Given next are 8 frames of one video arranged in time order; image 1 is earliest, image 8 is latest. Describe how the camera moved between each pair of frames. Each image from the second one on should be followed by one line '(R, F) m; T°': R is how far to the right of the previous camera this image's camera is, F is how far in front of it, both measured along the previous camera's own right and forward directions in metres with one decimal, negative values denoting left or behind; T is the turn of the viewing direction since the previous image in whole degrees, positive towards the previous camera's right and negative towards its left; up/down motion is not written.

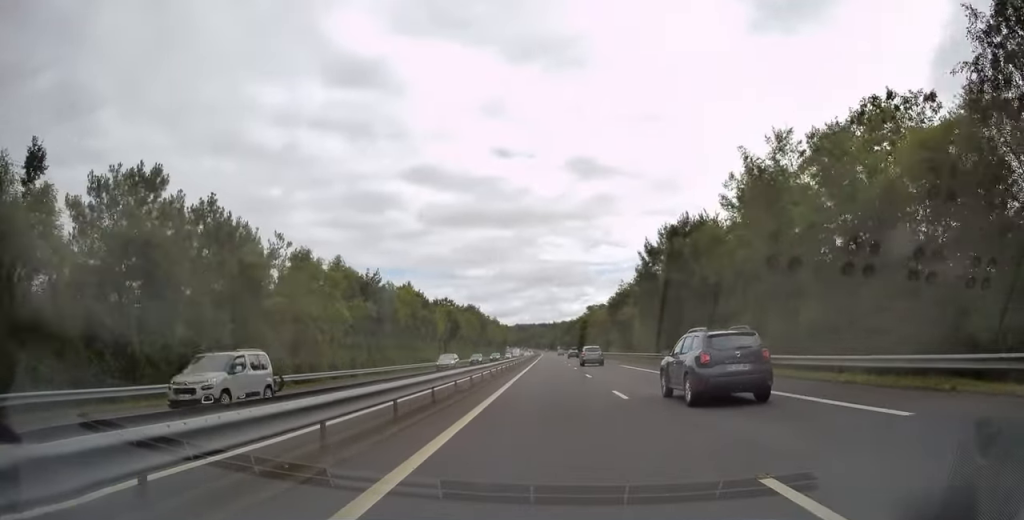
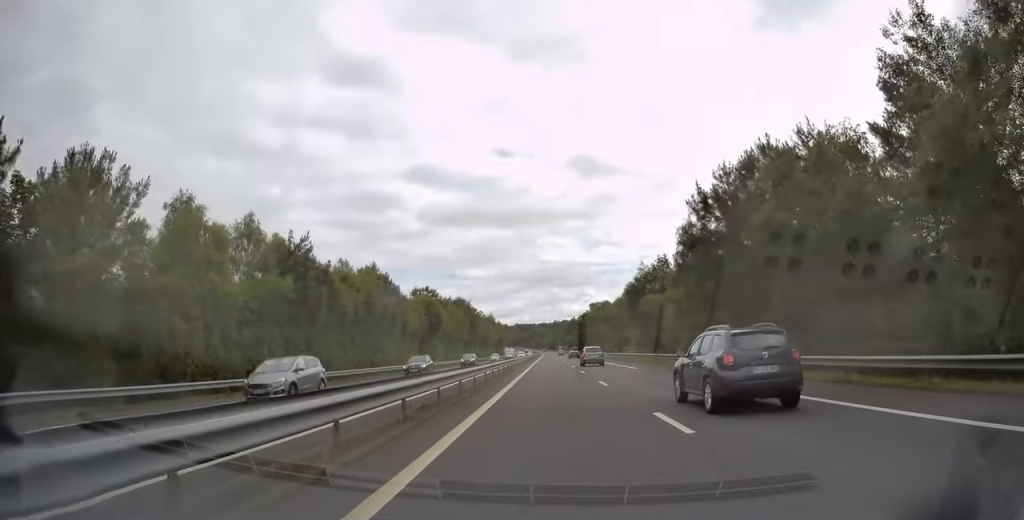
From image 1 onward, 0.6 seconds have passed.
(-0.1, +19.7) m; 0°
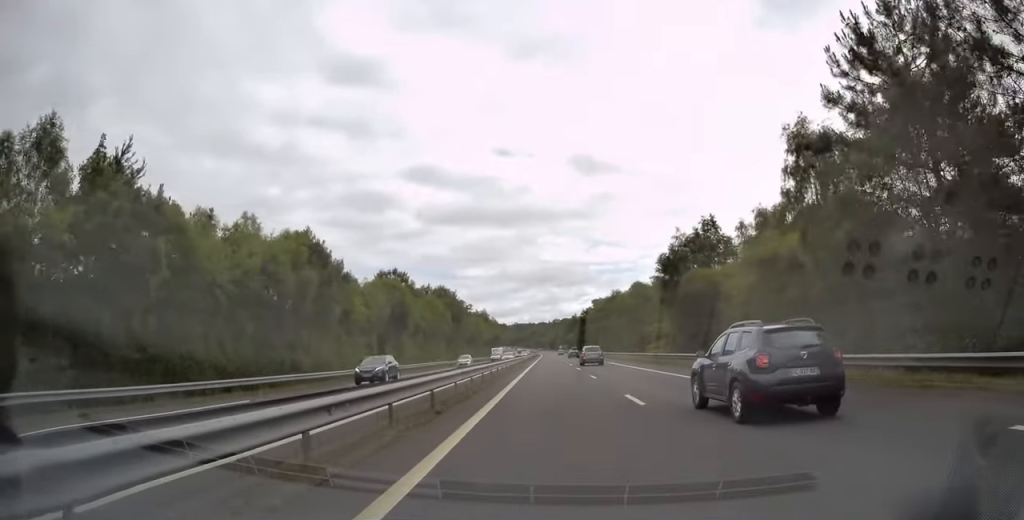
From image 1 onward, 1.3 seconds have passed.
(-0.1, +21.3) m; 0°
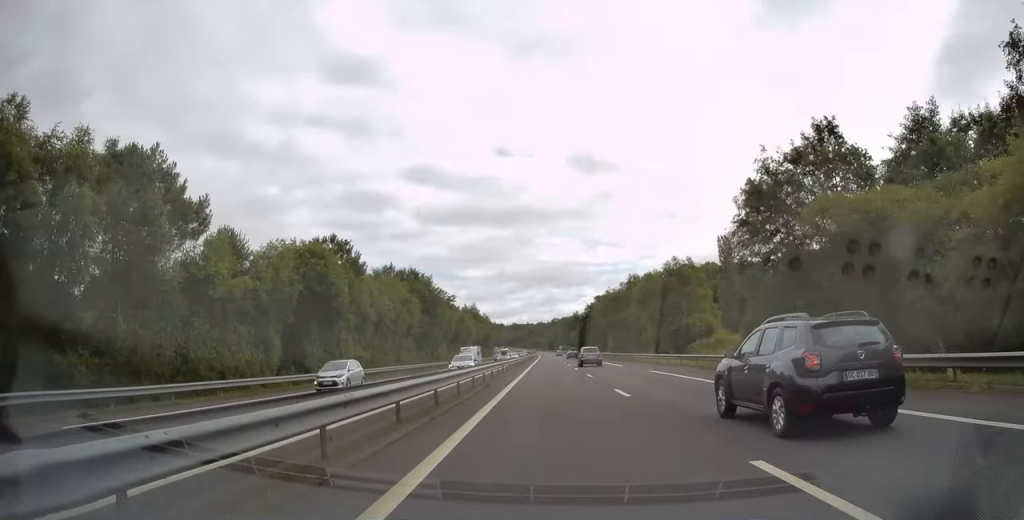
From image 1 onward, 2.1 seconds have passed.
(0.0, +23.5) m; +1°
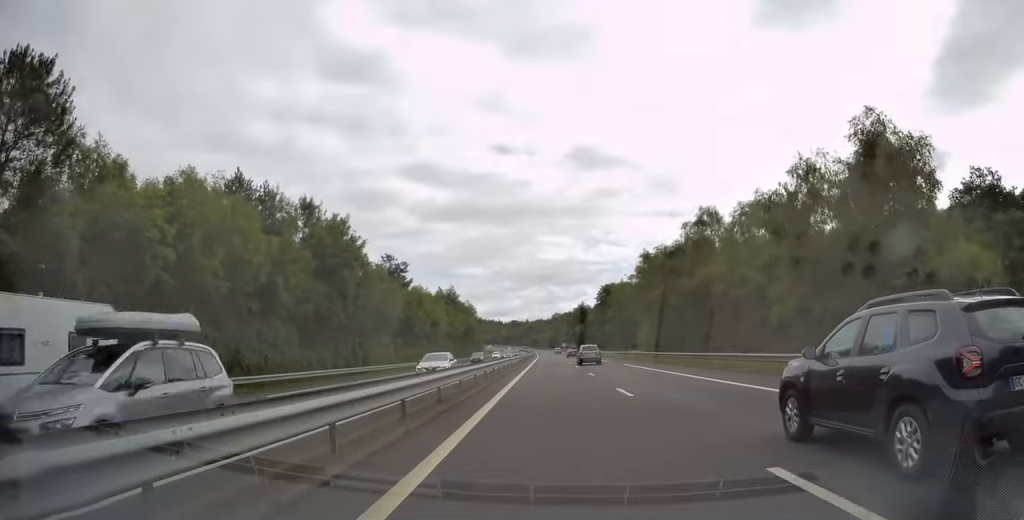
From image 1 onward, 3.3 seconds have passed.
(+0.4, +39.6) m; 0°
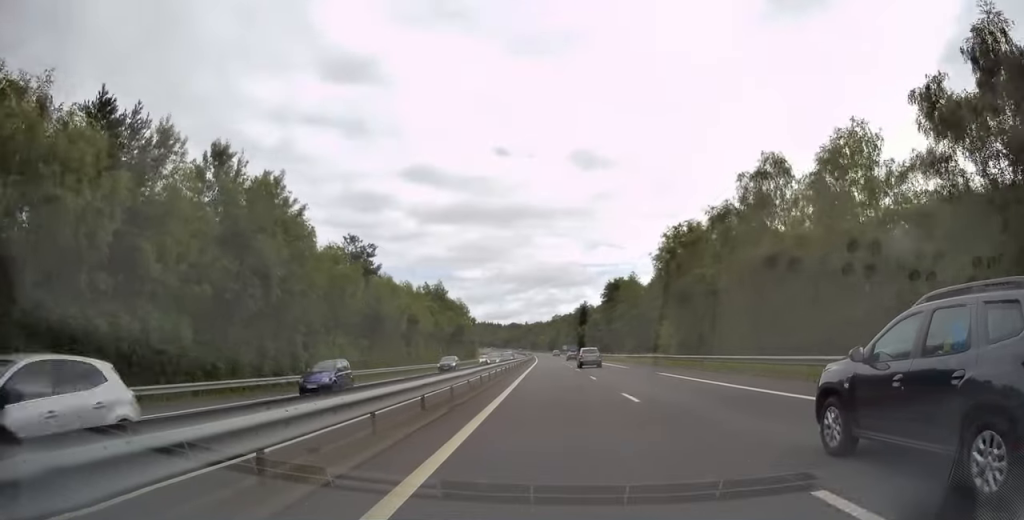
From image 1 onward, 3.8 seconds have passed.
(-0.1, +14.1) m; 0°
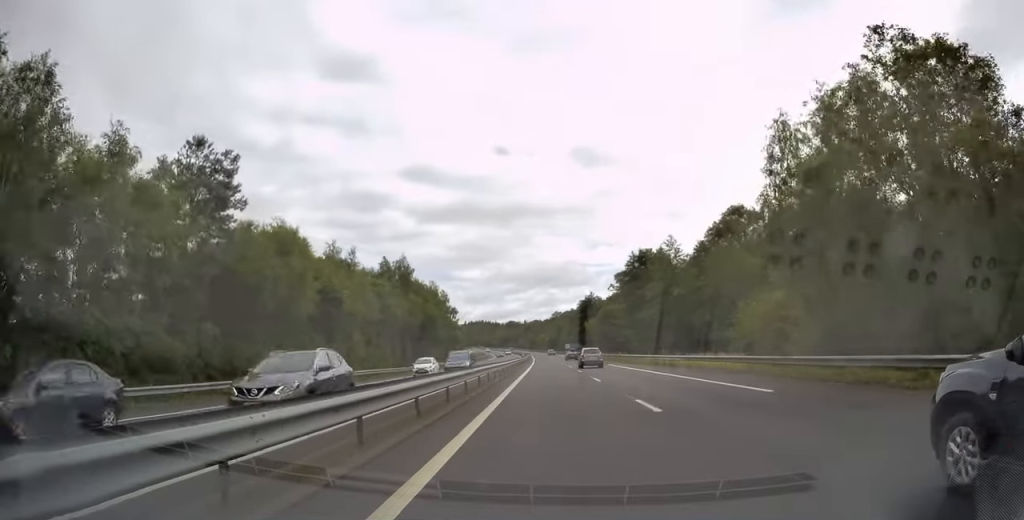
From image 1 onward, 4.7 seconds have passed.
(-0.2, +28.7) m; 0°
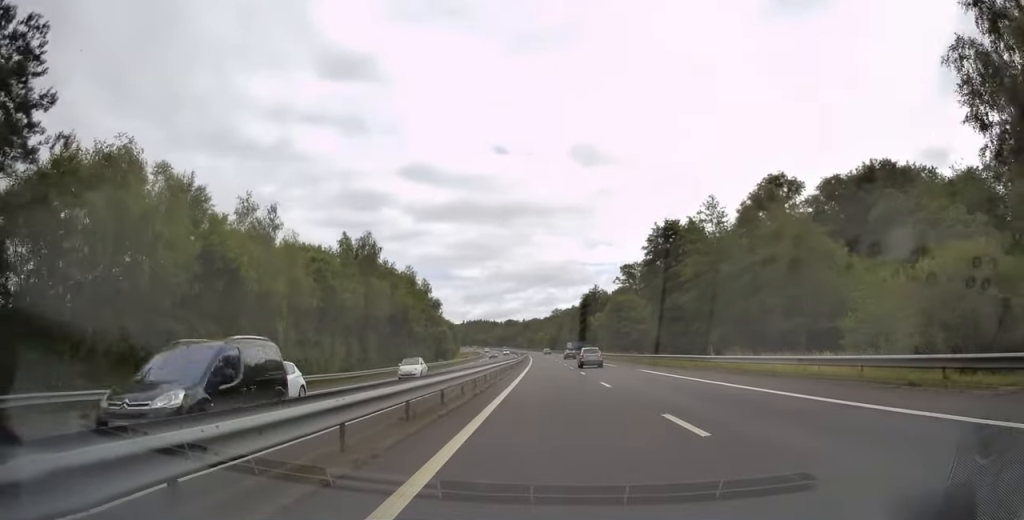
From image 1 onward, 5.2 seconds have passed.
(0.0, +16.7) m; 0°
